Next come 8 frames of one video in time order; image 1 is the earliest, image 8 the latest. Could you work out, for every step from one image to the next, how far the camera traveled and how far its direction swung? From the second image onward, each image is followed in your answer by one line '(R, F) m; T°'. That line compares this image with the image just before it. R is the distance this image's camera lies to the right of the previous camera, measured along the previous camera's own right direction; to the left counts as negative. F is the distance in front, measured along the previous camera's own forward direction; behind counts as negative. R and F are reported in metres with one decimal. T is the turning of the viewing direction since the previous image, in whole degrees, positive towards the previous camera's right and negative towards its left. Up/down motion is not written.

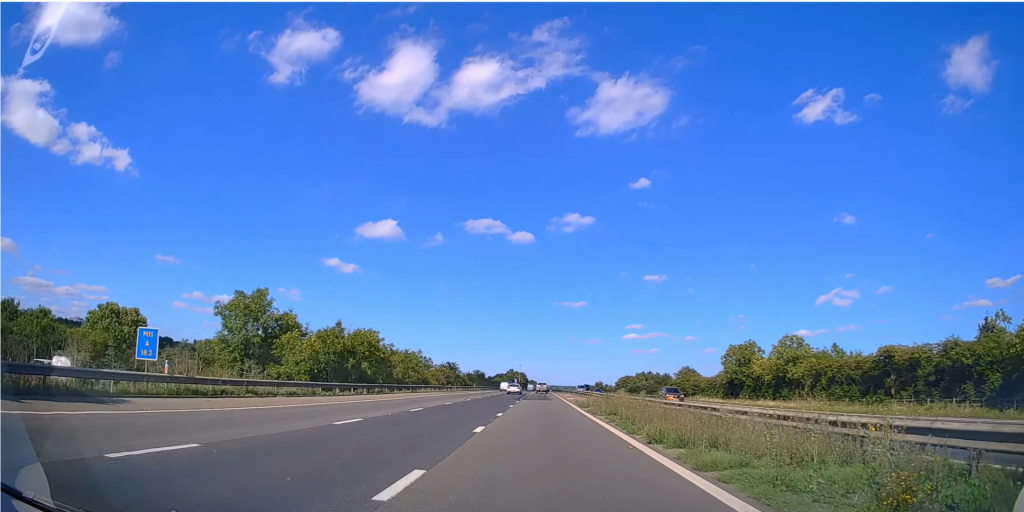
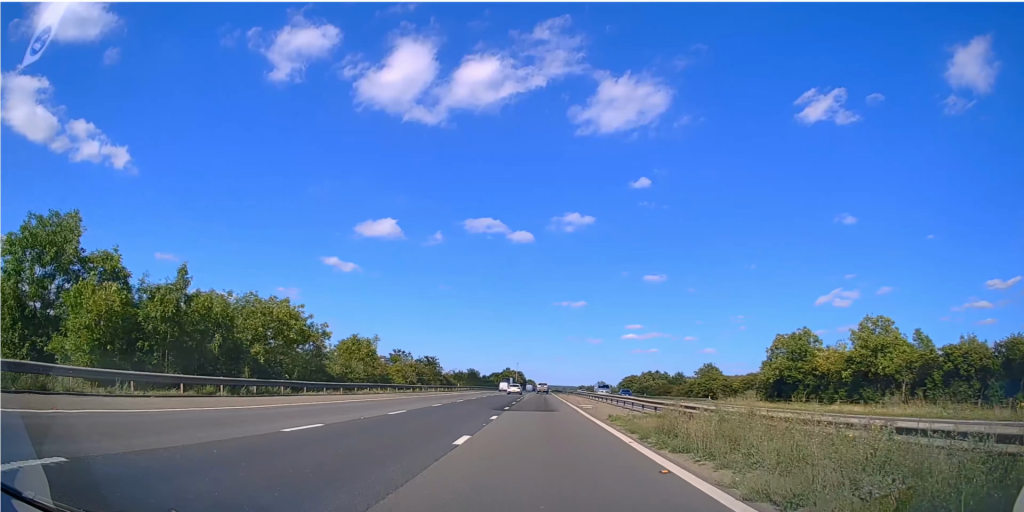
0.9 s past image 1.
(+0.2, +21.3) m; 0°
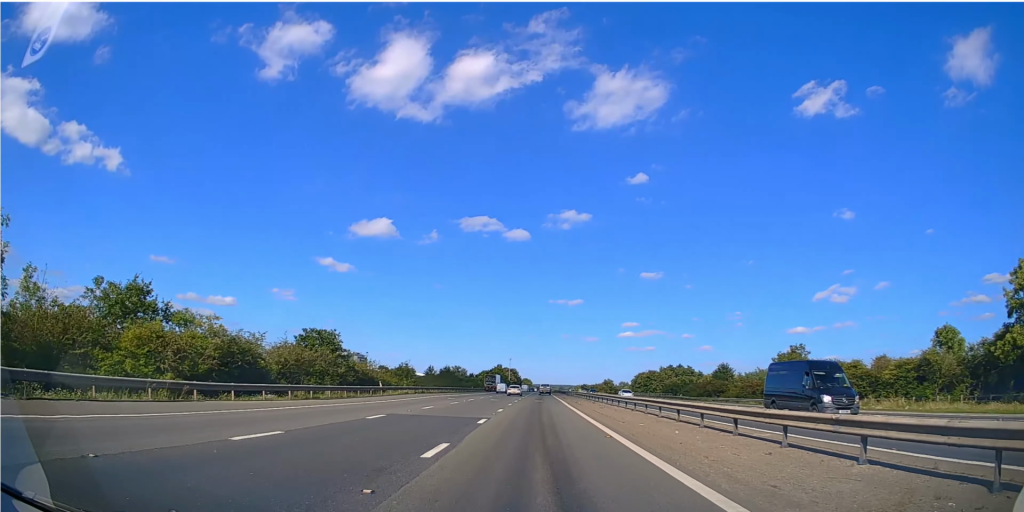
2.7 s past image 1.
(-0.2, +46.2) m; 0°
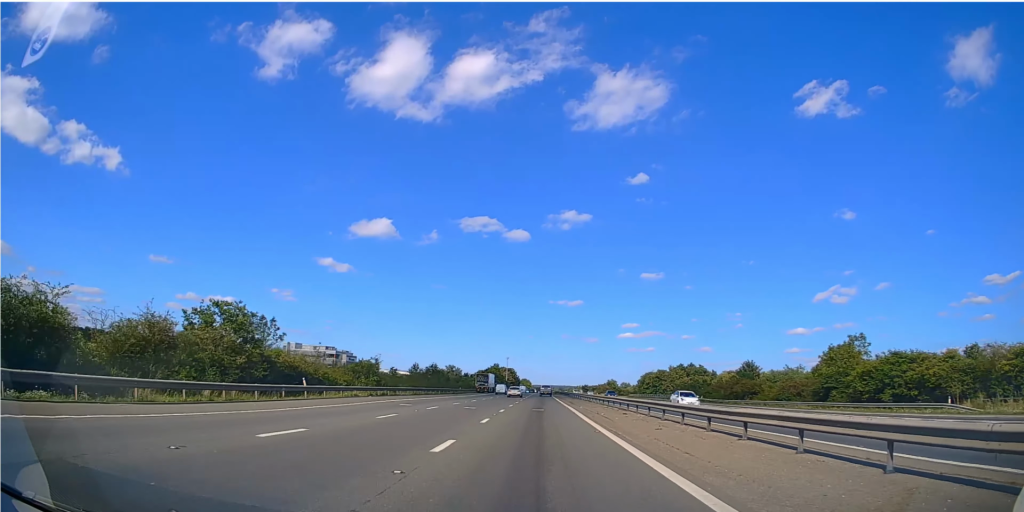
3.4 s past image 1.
(0.0, +17.1) m; 0°
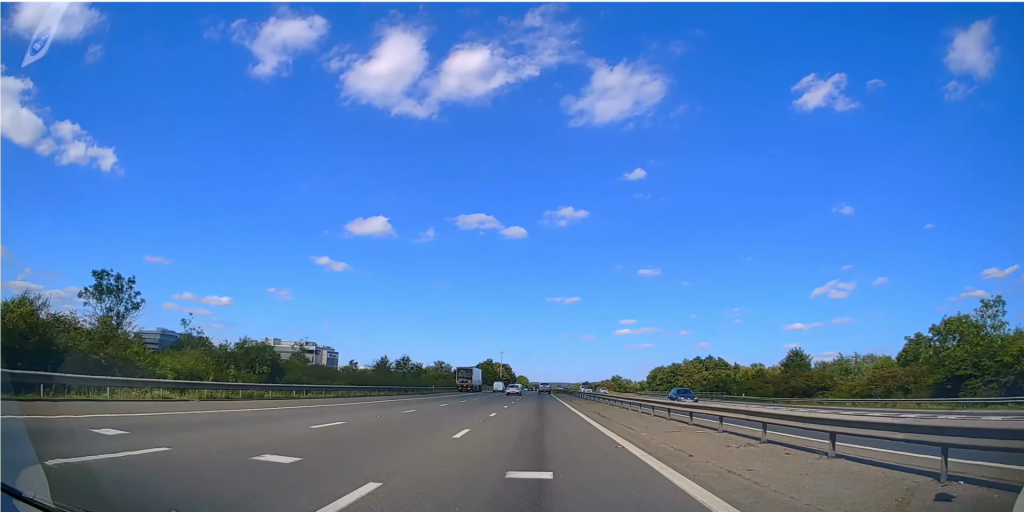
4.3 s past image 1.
(0.0, +24.1) m; 0°
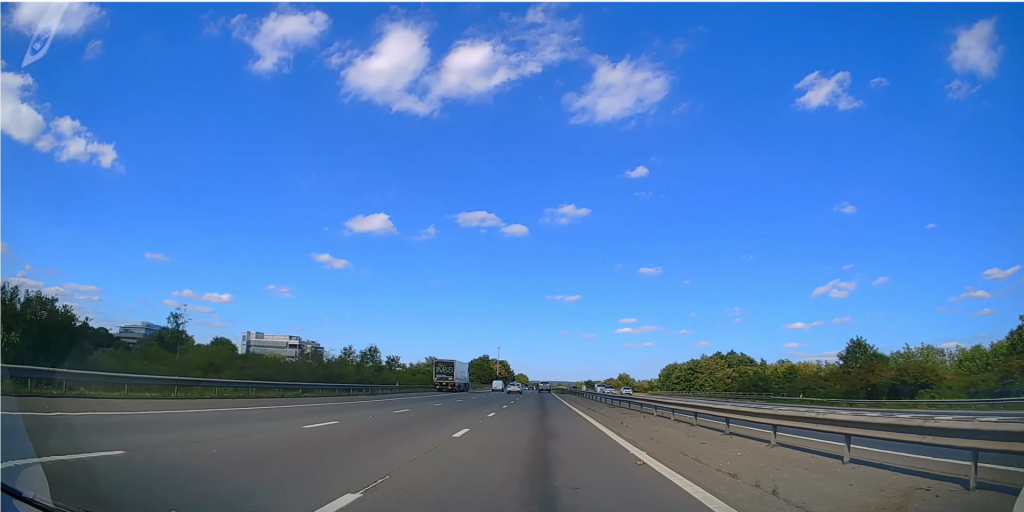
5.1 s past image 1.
(0.0, +20.0) m; 0°
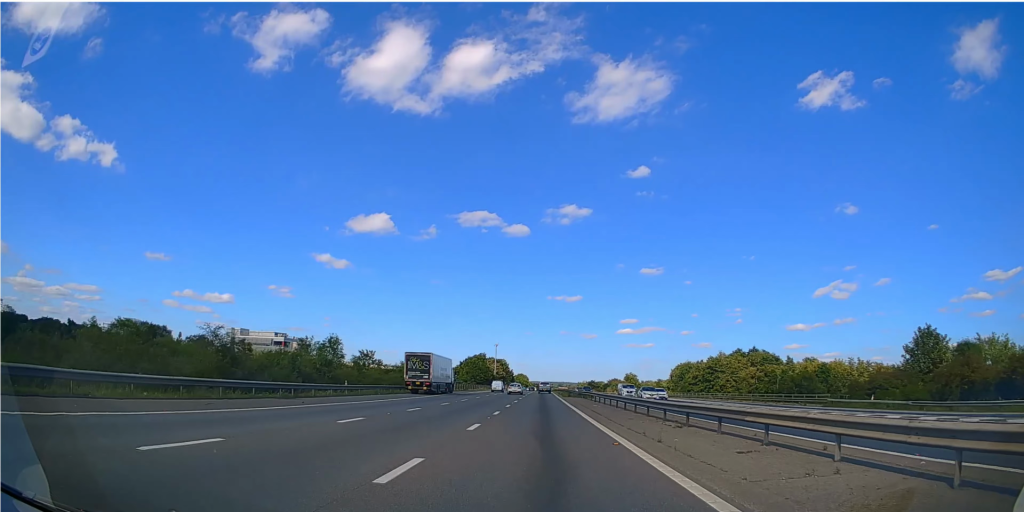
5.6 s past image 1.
(0.0, +14.9) m; 0°
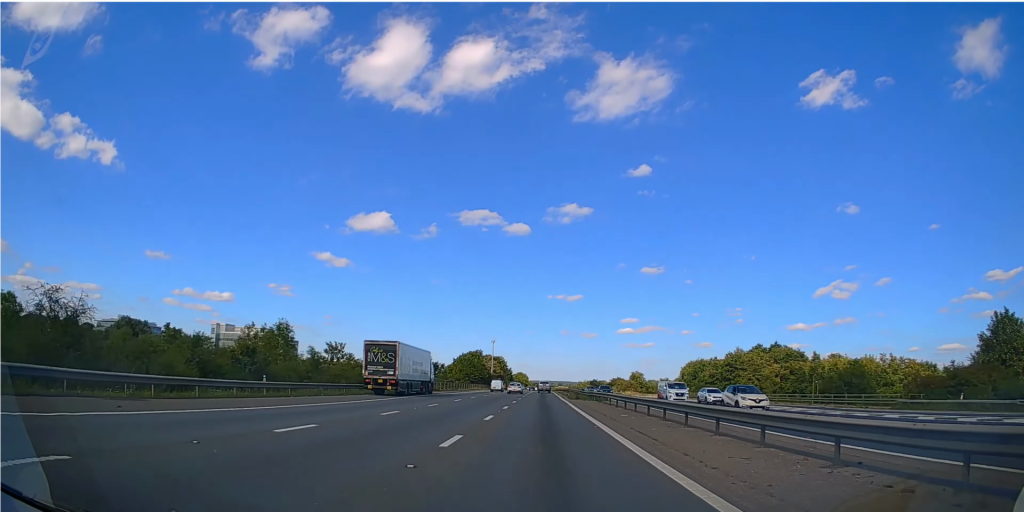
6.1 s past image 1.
(0.0, +13.3) m; 0°
